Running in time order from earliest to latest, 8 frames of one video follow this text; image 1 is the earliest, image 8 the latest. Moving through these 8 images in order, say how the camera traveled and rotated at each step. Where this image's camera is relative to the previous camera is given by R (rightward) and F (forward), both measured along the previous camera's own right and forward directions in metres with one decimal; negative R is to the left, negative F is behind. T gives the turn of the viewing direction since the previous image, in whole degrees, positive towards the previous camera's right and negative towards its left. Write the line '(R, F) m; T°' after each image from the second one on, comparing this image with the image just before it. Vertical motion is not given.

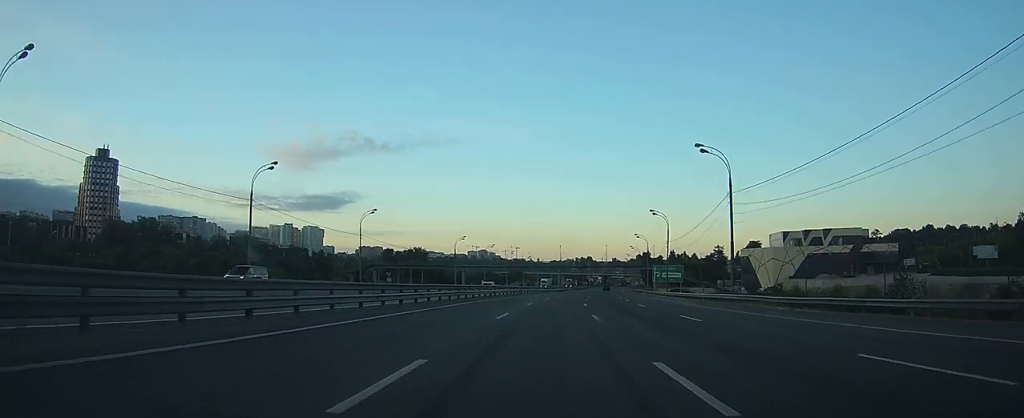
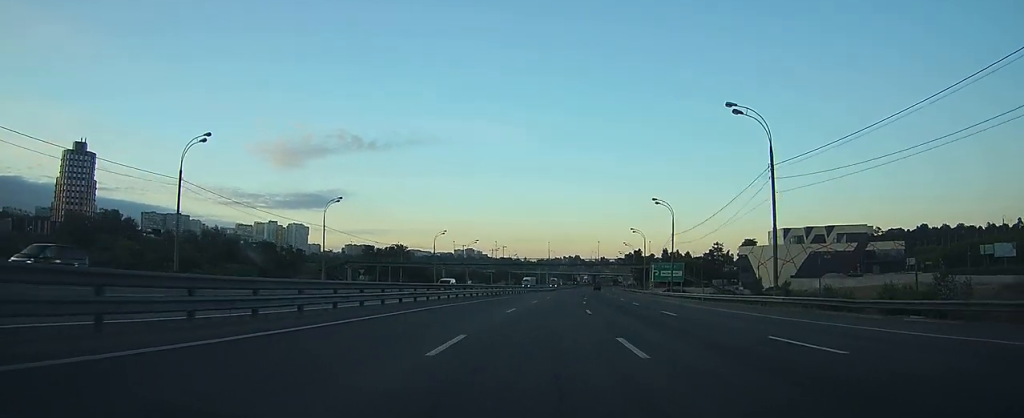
(+0.2, +11.3) m; +1°
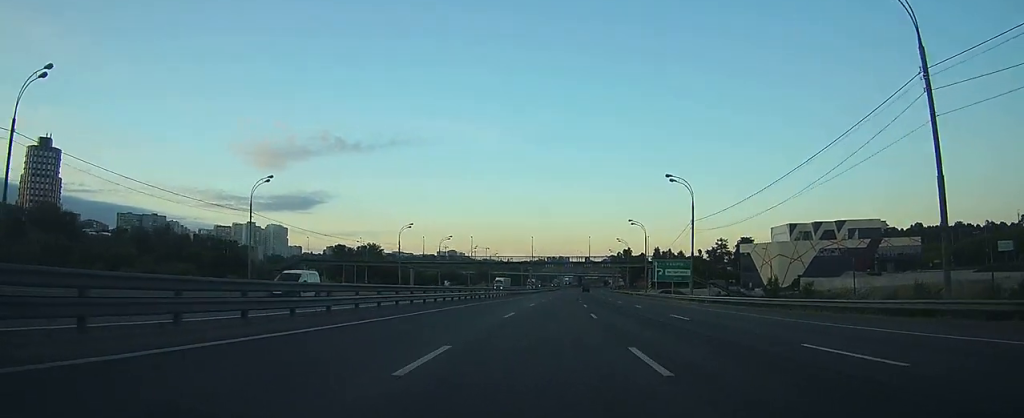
(+0.3, +18.2) m; +2°
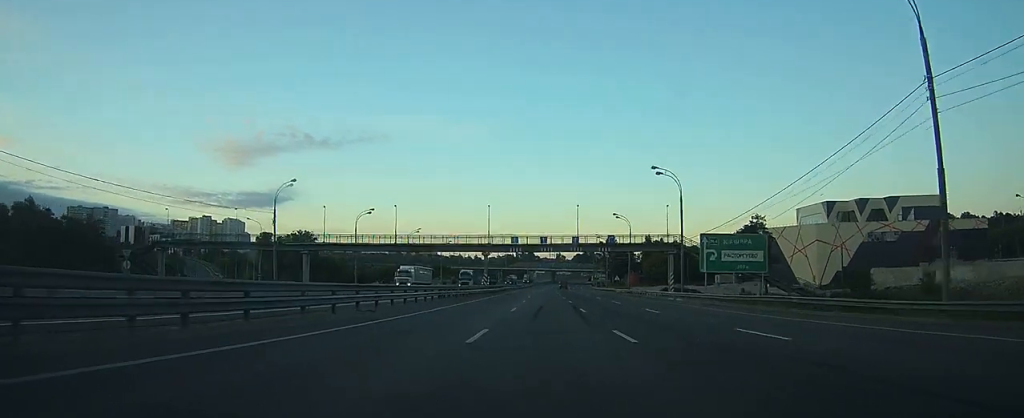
(+1.3, +42.8) m; +3°
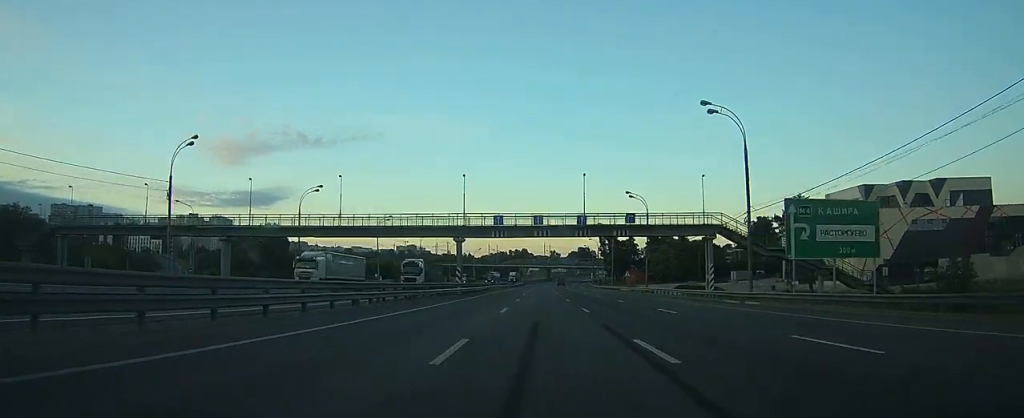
(+0.1, +20.2) m; +1°
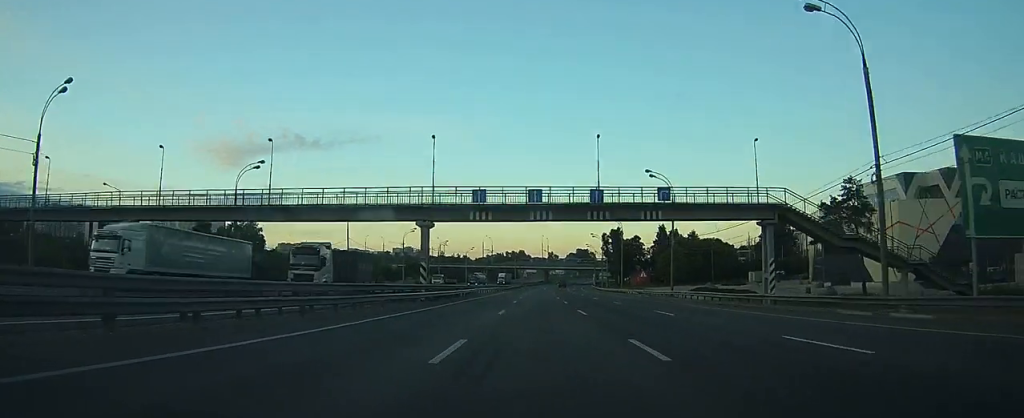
(+0.1, +15.7) m; +1°
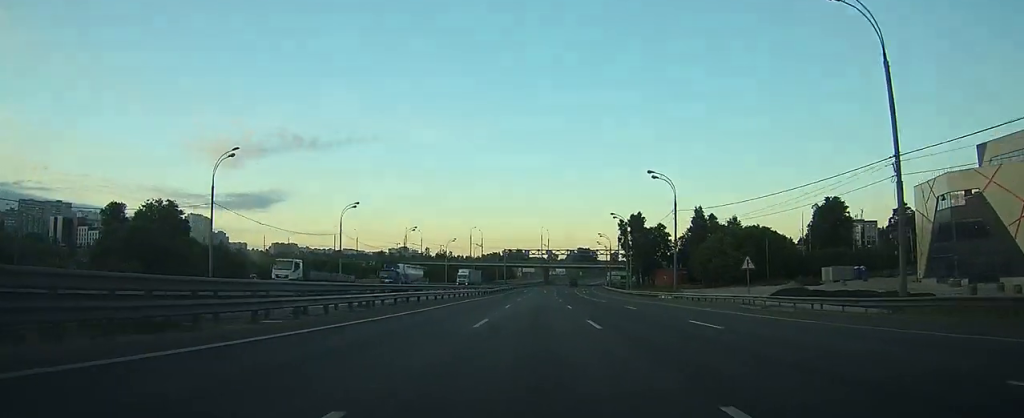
(+0.4, +39.8) m; +1°
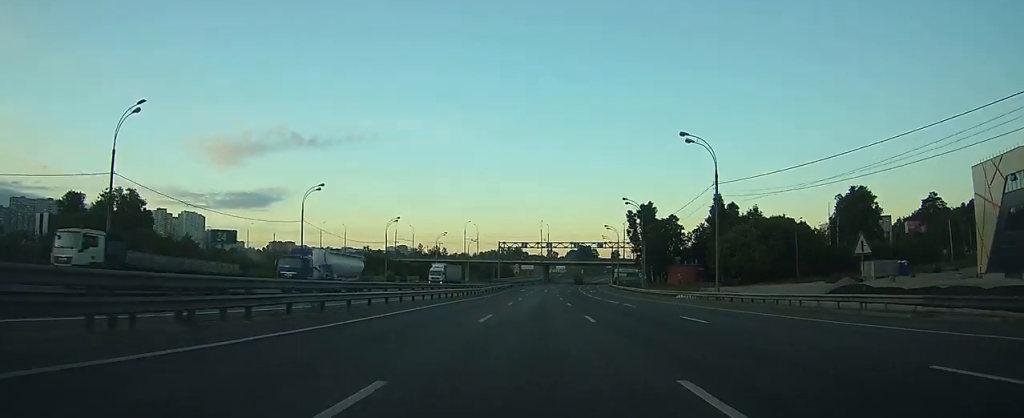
(0.0, +14.5) m; 0°
